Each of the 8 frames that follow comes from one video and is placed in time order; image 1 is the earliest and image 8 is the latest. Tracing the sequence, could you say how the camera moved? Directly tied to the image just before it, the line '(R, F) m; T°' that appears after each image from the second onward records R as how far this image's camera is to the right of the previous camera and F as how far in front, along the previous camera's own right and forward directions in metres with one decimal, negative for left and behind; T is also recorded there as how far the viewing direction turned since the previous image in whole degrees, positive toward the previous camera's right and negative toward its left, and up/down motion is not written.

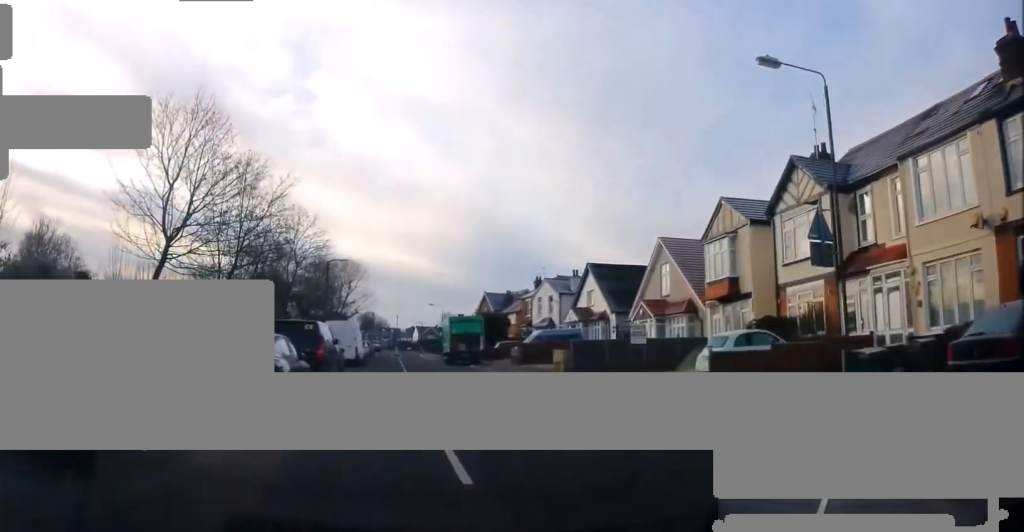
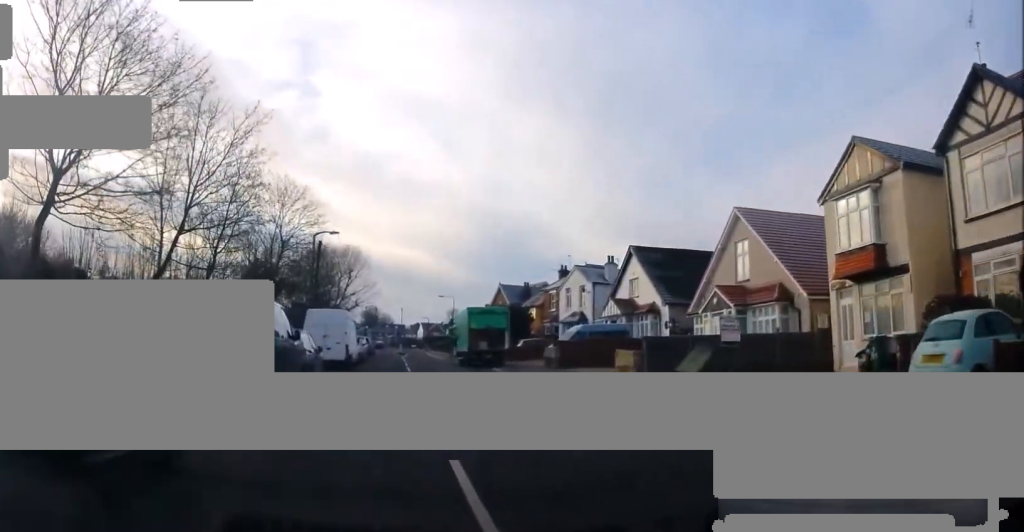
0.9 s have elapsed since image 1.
(0.0, +9.6) m; -1°
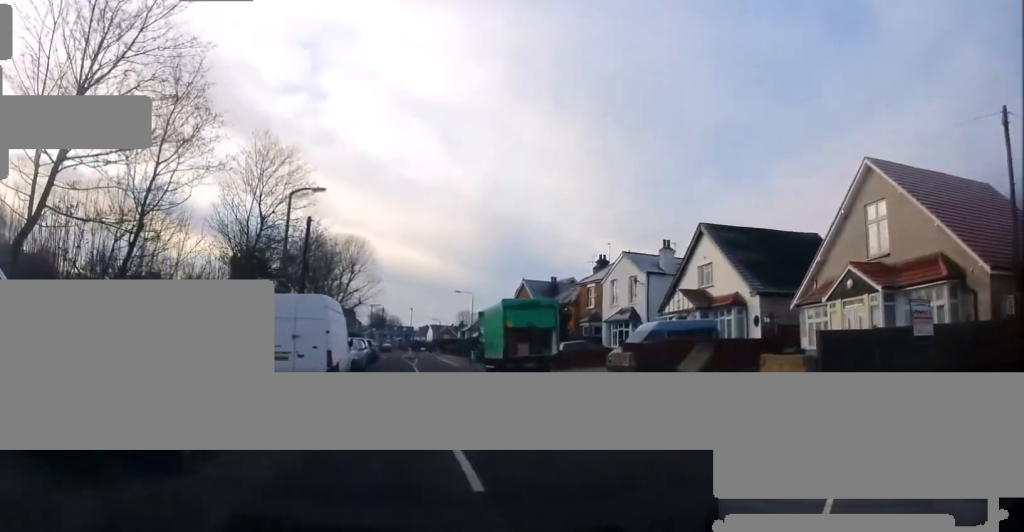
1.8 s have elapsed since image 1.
(-0.1, +10.4) m; -1°
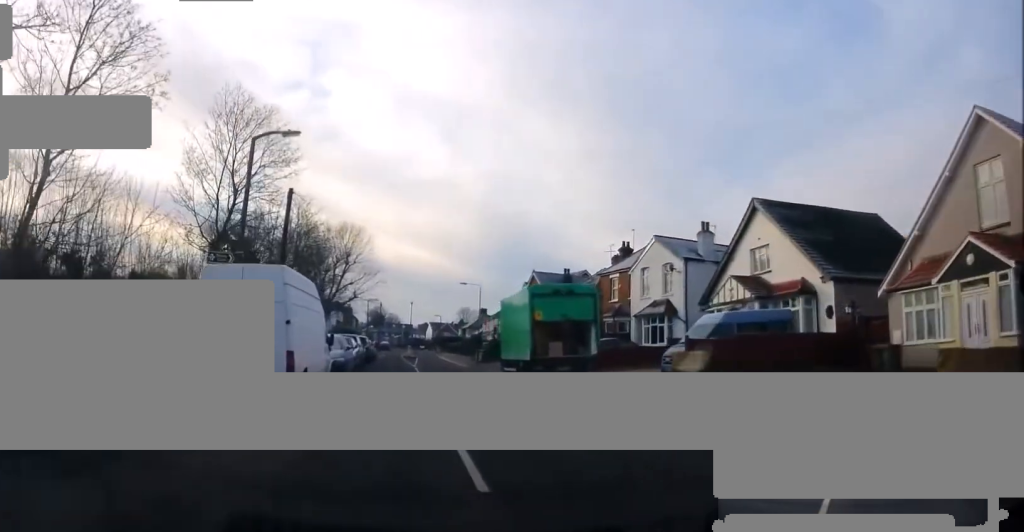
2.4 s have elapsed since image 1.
(-0.1, +6.5) m; 0°
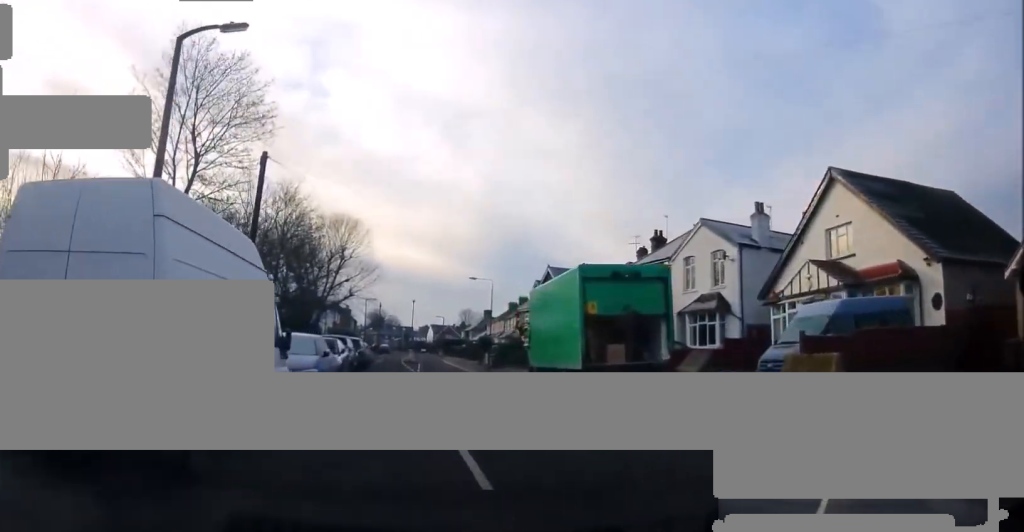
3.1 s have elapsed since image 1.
(+0.1, +6.6) m; +1°
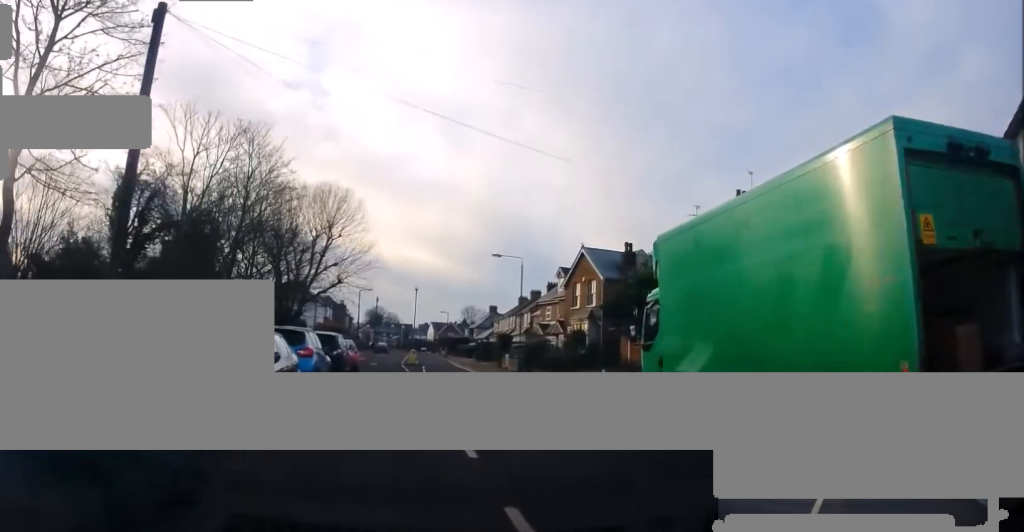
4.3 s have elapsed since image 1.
(+0.1, +11.4) m; +2°
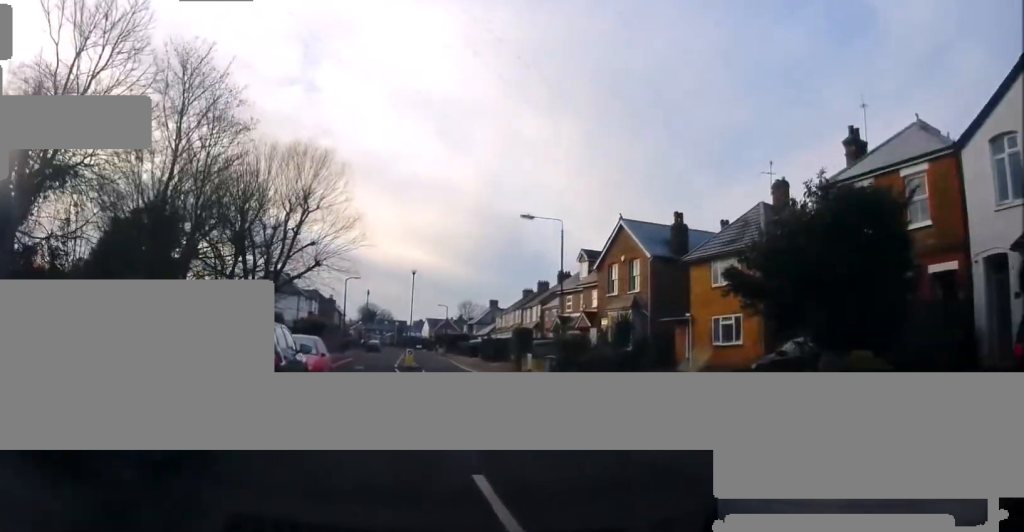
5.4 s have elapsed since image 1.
(+0.2, +9.7) m; 0°
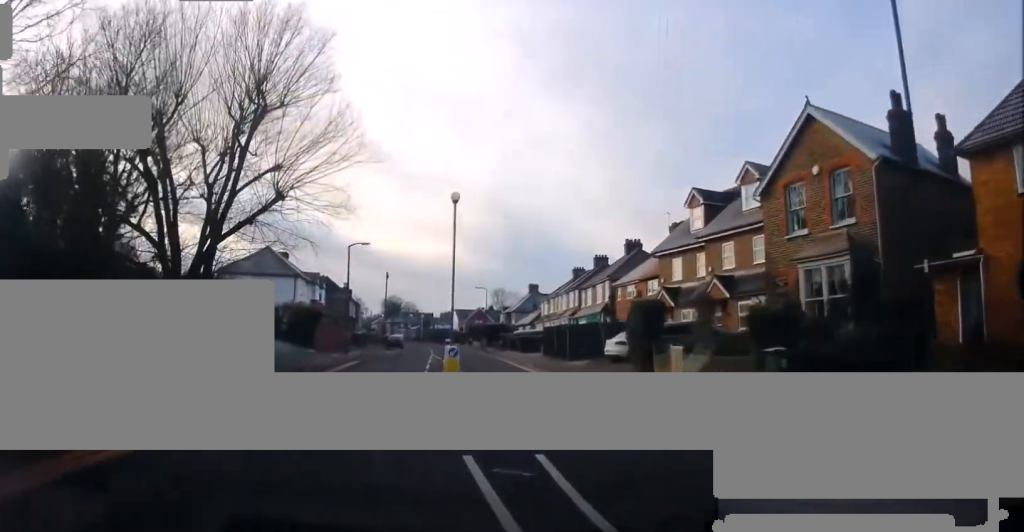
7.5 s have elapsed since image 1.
(0.0, +17.1) m; -4°
